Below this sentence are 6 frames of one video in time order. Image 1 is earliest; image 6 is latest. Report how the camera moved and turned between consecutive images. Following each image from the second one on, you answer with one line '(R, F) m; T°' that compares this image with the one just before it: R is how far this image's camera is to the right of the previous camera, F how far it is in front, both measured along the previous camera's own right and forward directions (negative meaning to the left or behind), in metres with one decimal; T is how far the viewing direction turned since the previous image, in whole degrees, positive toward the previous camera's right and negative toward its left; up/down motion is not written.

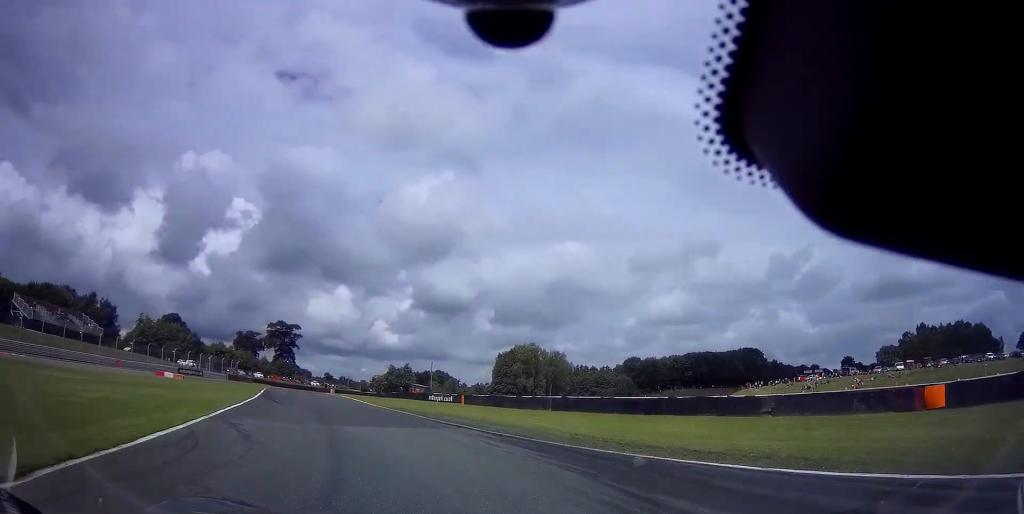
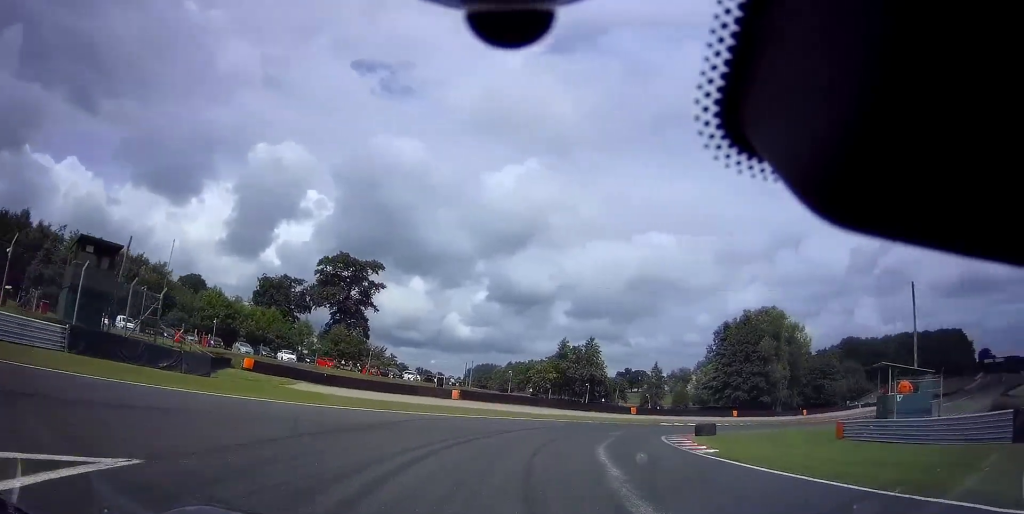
(-28.5, +76.3) m; -8°
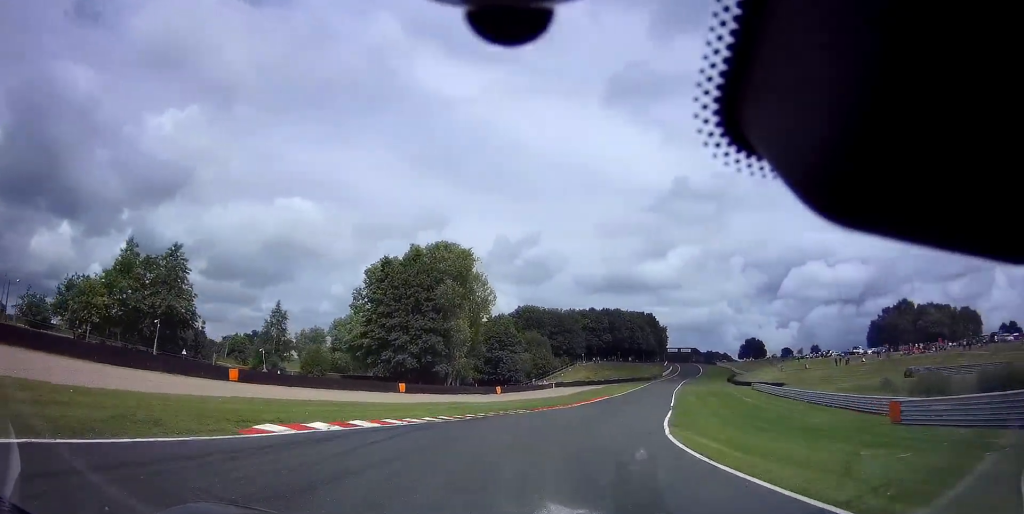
(+11.3, +32.4) m; +38°
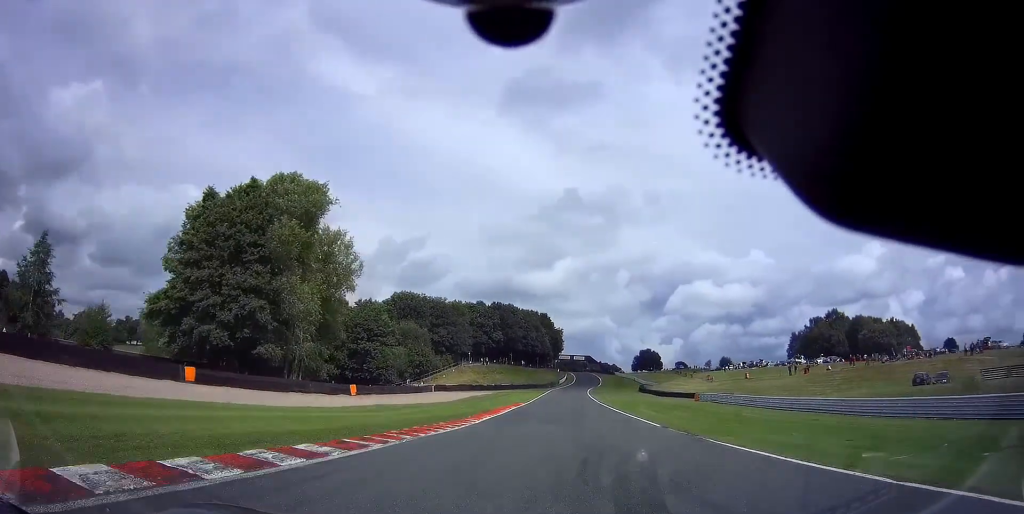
(+3.5, +22.7) m; +13°
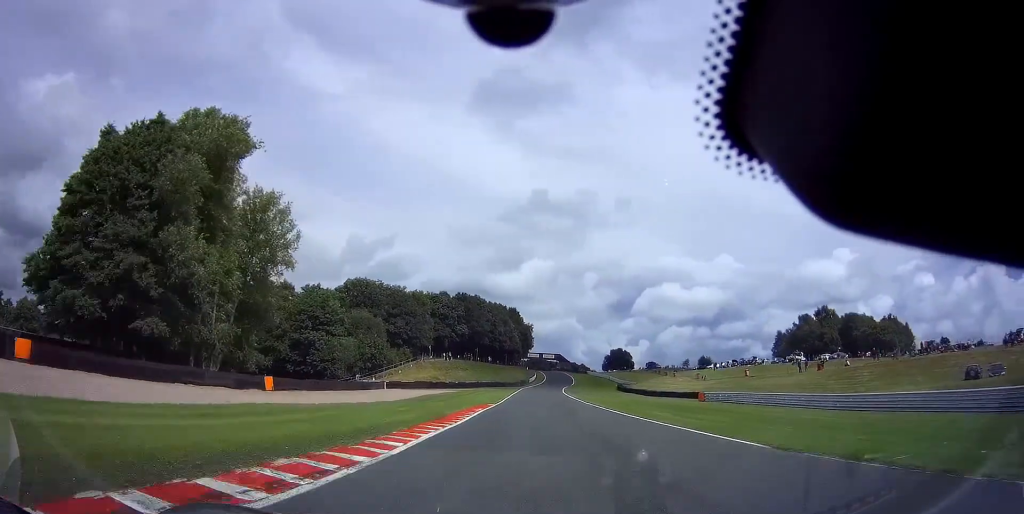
(+0.8, +12.6) m; +4°
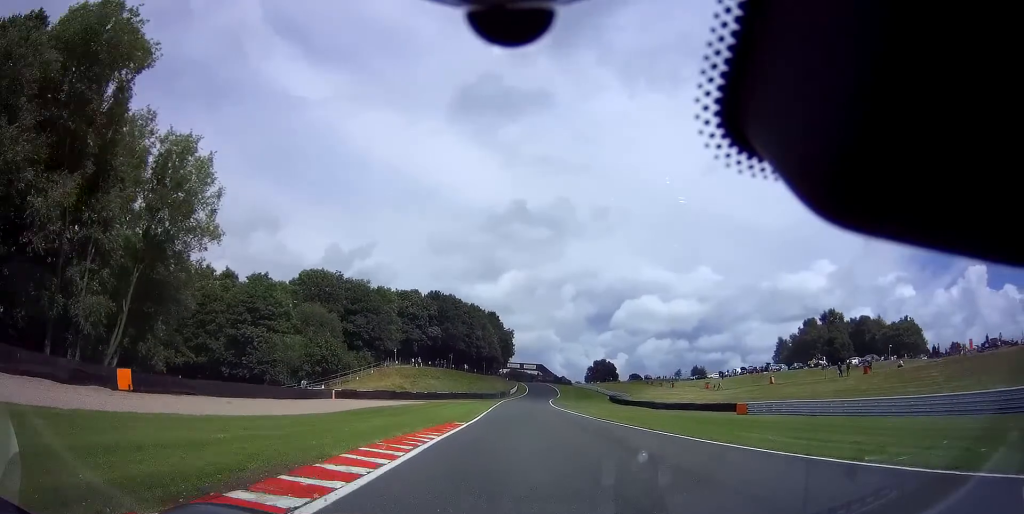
(+0.5, +14.7) m; +4°
